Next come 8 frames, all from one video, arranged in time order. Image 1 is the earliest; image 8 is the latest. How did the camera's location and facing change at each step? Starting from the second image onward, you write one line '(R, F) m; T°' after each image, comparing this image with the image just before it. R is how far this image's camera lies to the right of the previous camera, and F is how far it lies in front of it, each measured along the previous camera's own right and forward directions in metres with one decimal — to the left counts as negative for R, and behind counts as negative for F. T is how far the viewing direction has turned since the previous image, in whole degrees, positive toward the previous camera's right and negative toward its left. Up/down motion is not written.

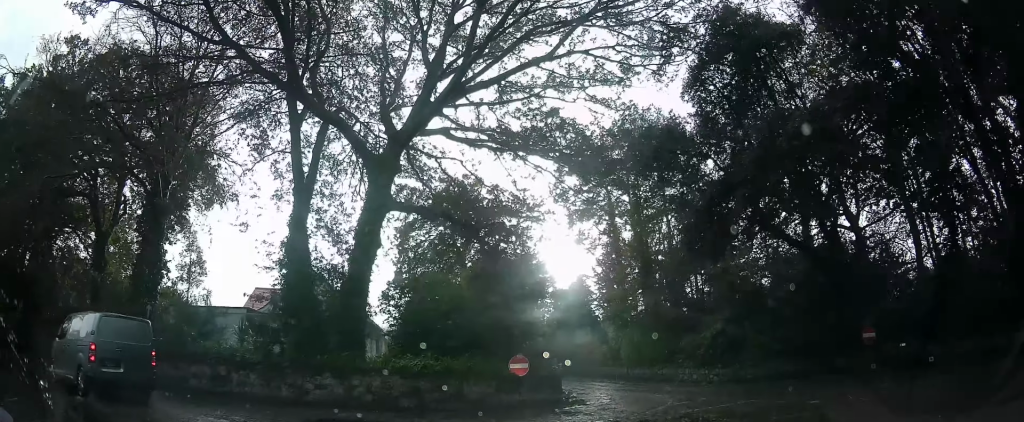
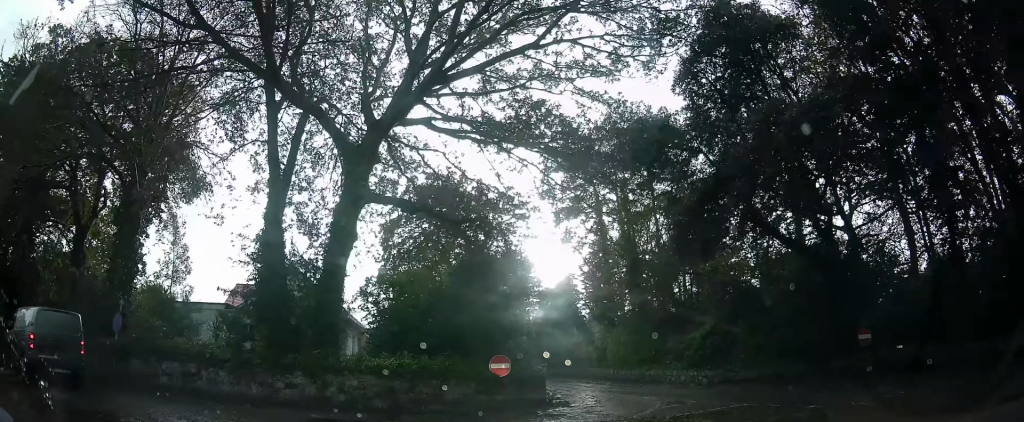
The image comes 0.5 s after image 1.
(0.0, +1.3) m; -2°
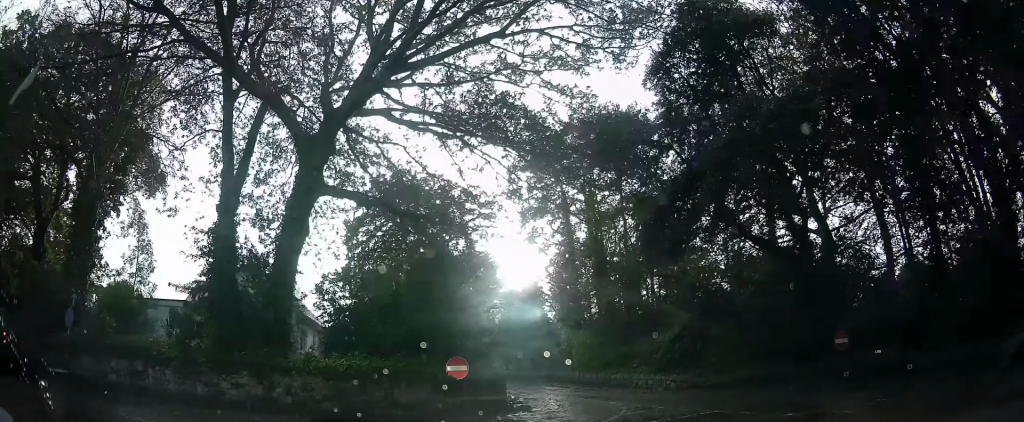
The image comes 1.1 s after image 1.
(-0.1, +1.4) m; -4°
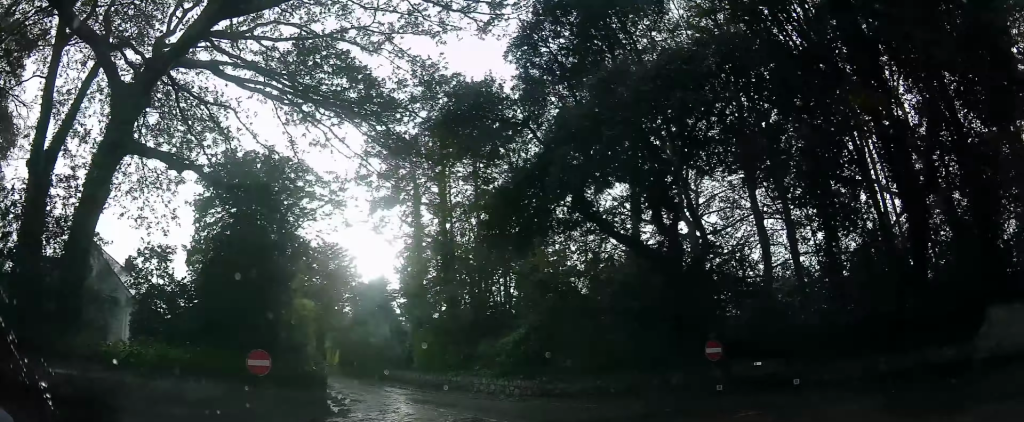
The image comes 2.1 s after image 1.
(-0.1, +1.5) m; +13°
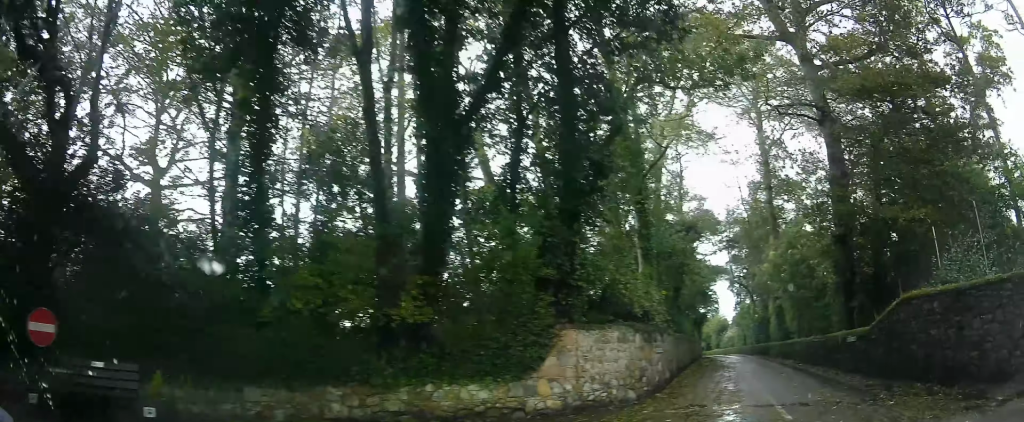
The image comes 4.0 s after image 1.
(+1.8, +3.7) m; +44°
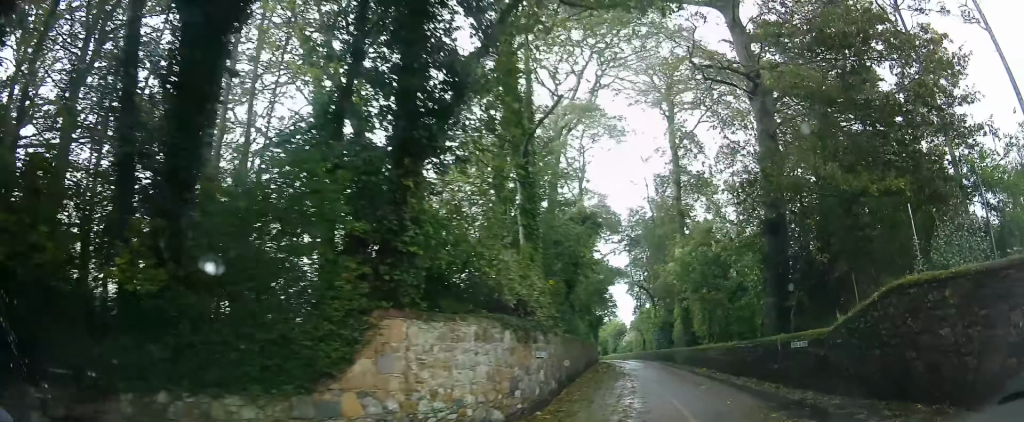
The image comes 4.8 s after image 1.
(+0.3, +2.3) m; +13°
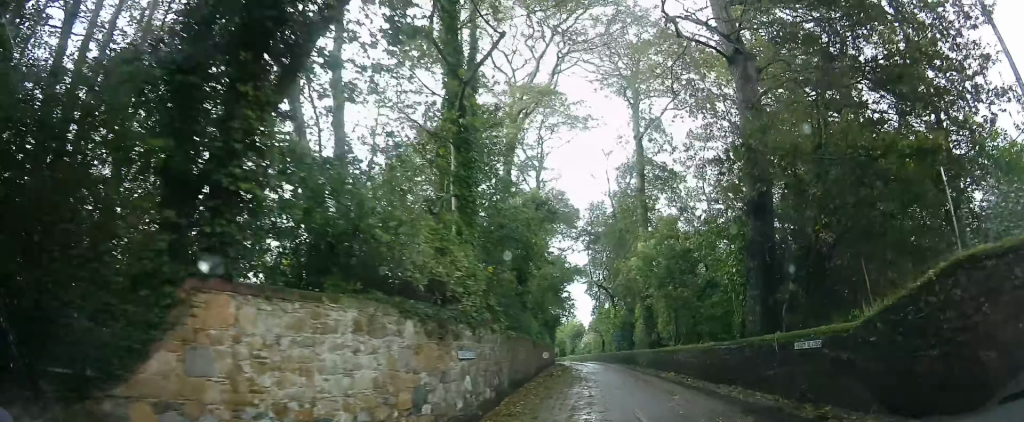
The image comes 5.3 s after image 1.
(+0.2, +1.7) m; +9°
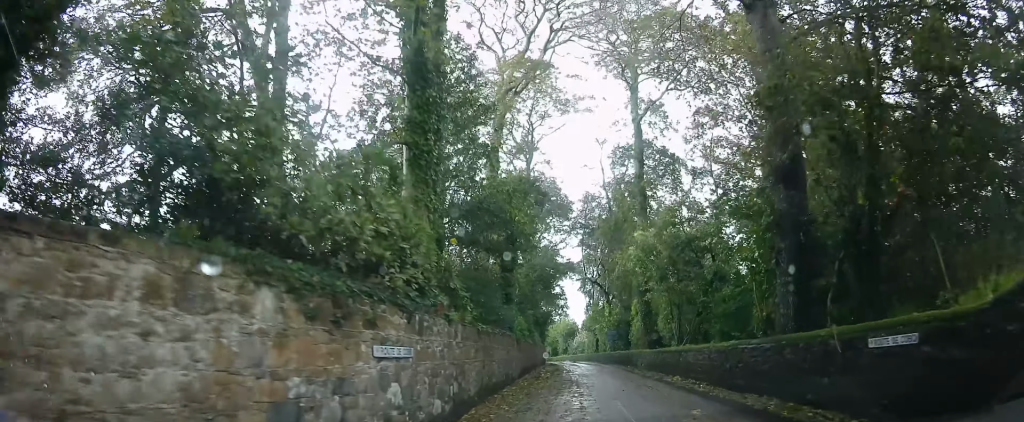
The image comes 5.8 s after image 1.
(+0.1, +2.0) m; +8°
